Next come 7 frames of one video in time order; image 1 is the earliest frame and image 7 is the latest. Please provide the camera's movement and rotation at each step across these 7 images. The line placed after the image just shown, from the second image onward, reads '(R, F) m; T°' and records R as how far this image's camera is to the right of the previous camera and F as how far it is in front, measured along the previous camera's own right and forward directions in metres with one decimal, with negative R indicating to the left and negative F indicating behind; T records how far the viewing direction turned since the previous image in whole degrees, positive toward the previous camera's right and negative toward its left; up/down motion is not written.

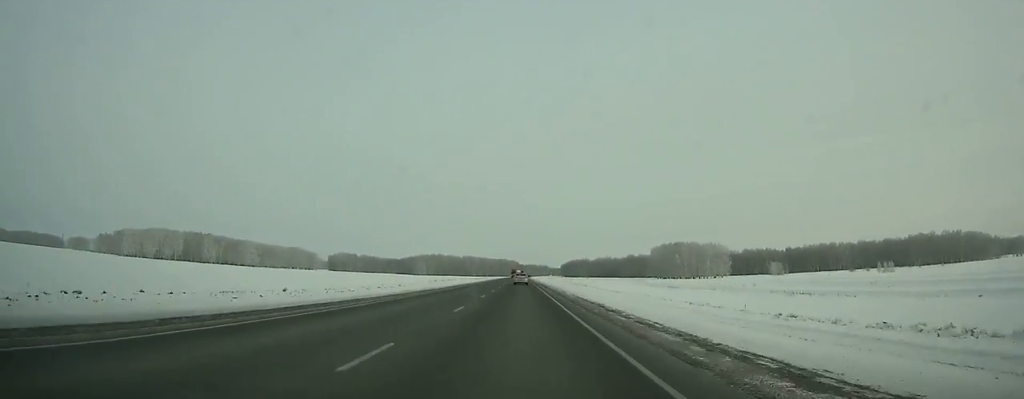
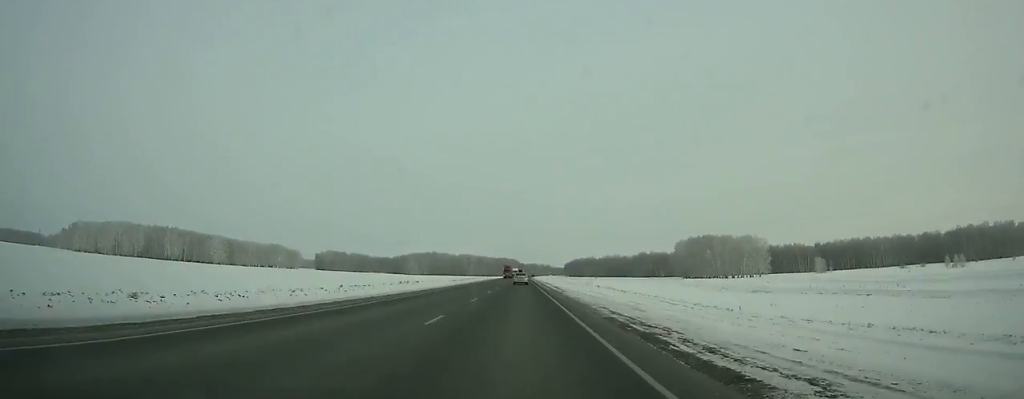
(-0.1, +51.7) m; 0°
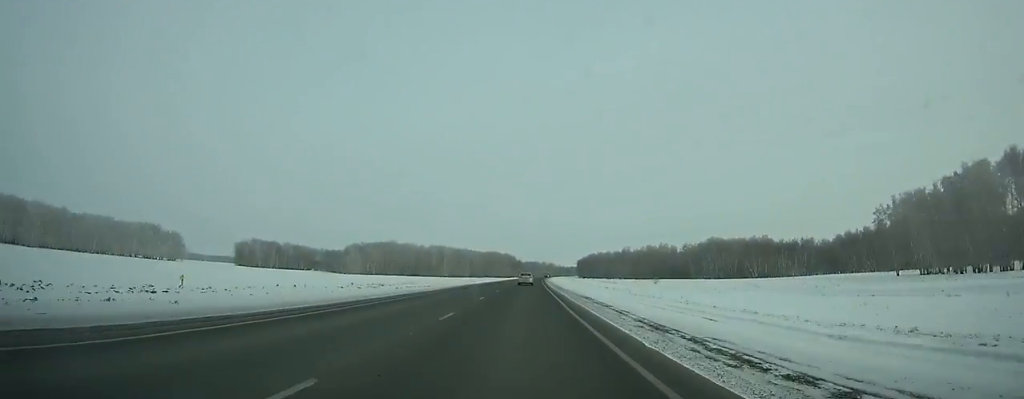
(+0.9, +203.3) m; +1°
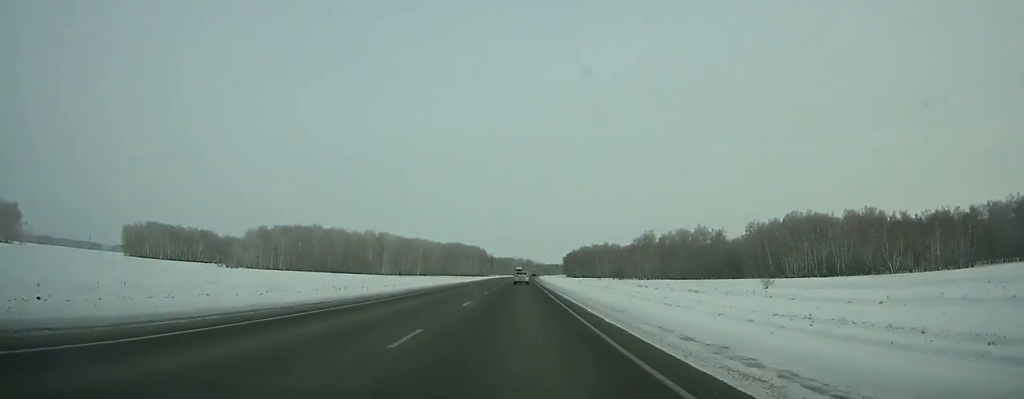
(+1.5, +125.8) m; +2°
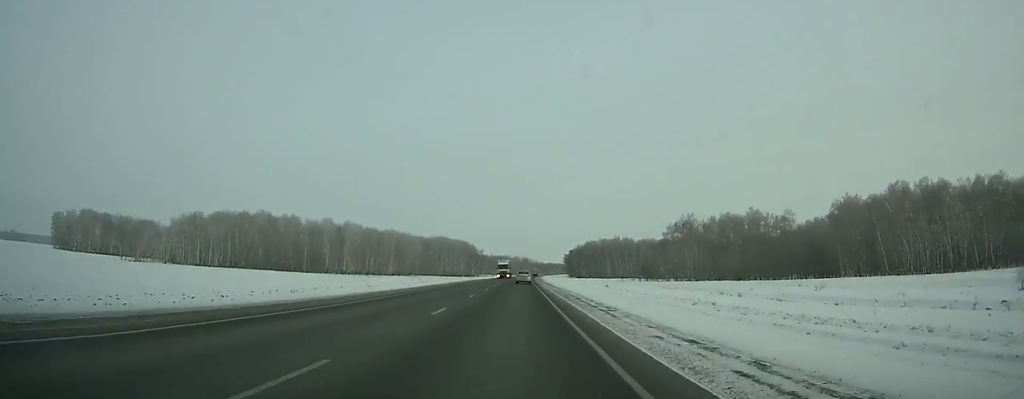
(+0.8, +65.1) m; 0°
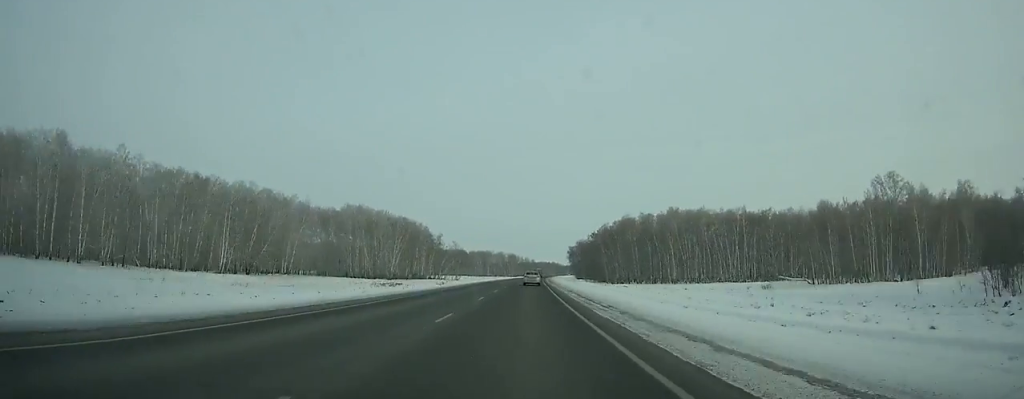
(+1.6, +157.6) m; +2°
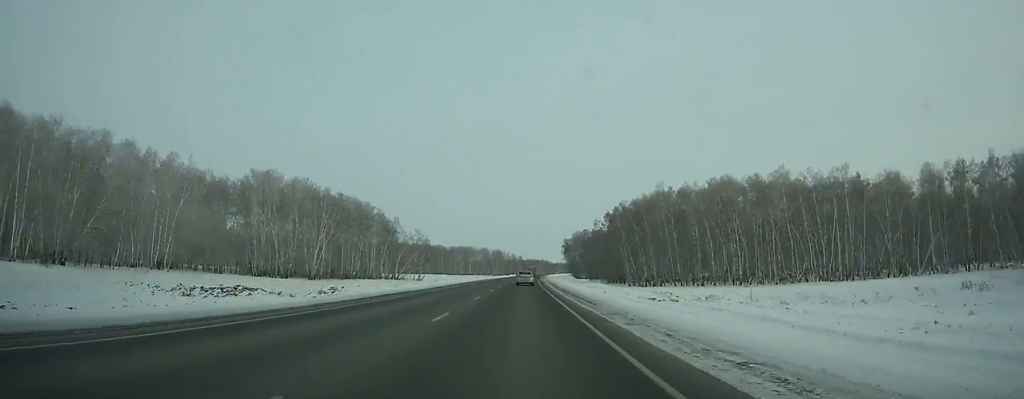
(+0.4, +61.2) m; +1°
